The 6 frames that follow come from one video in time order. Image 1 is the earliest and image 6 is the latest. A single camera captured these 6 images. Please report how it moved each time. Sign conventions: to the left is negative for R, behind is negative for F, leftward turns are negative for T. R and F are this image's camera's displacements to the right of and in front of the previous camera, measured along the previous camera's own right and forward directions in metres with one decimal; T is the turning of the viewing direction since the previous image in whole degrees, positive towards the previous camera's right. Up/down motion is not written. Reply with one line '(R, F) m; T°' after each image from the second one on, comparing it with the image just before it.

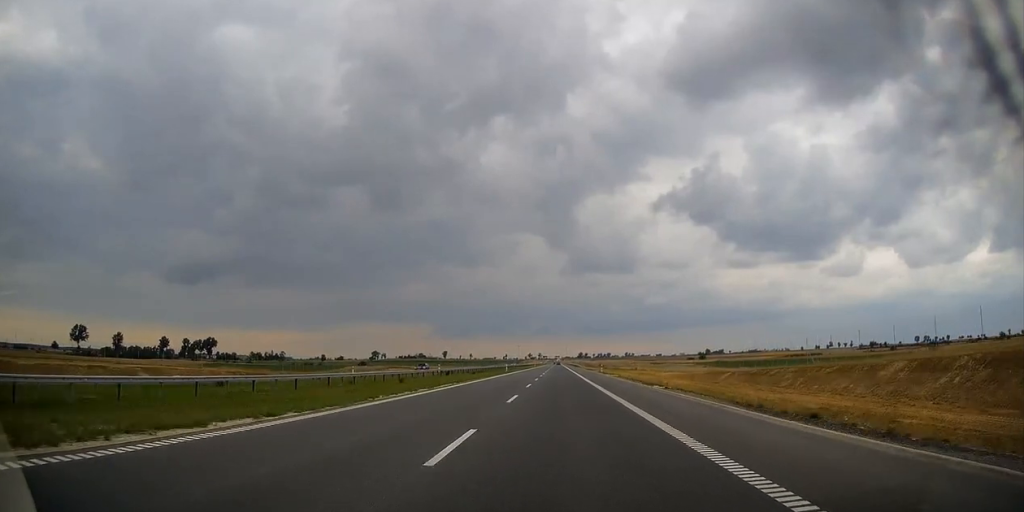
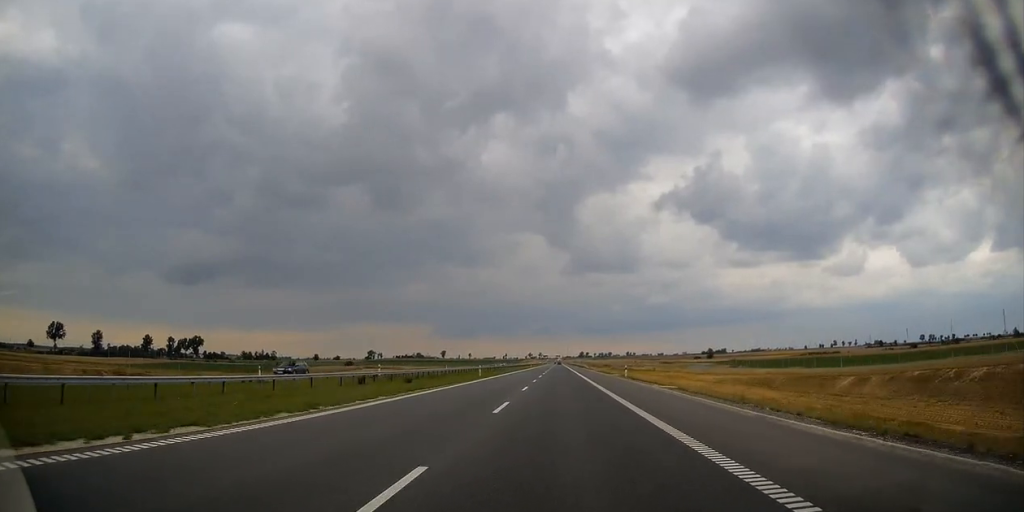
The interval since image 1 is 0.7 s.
(+0.1, +28.2) m; 0°
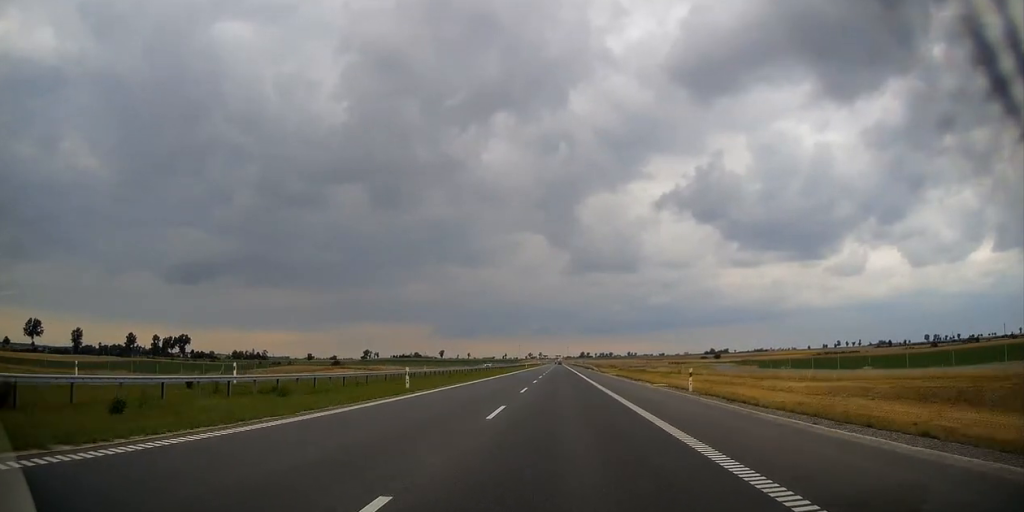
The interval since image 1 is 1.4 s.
(0.0, +25.7) m; 0°
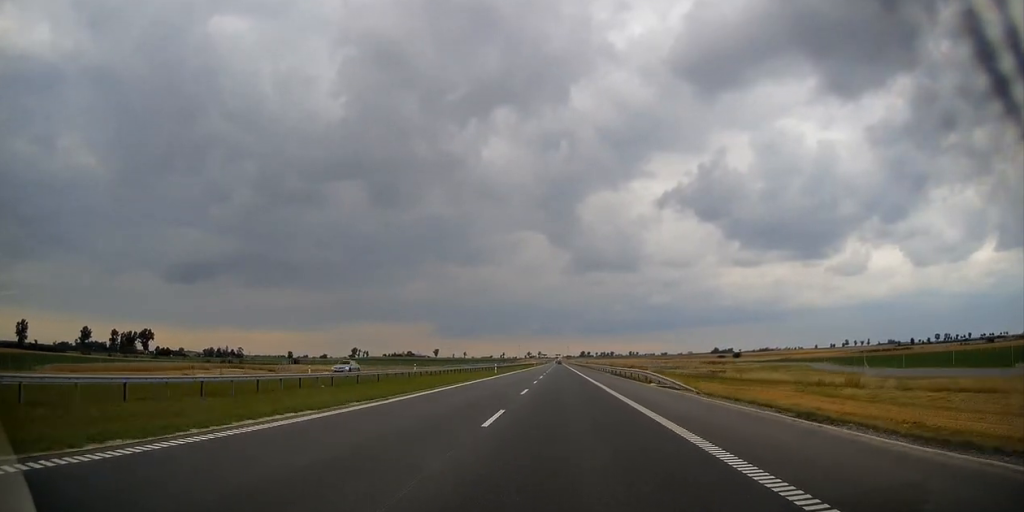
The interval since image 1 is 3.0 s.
(-0.2, +61.9) m; 0°
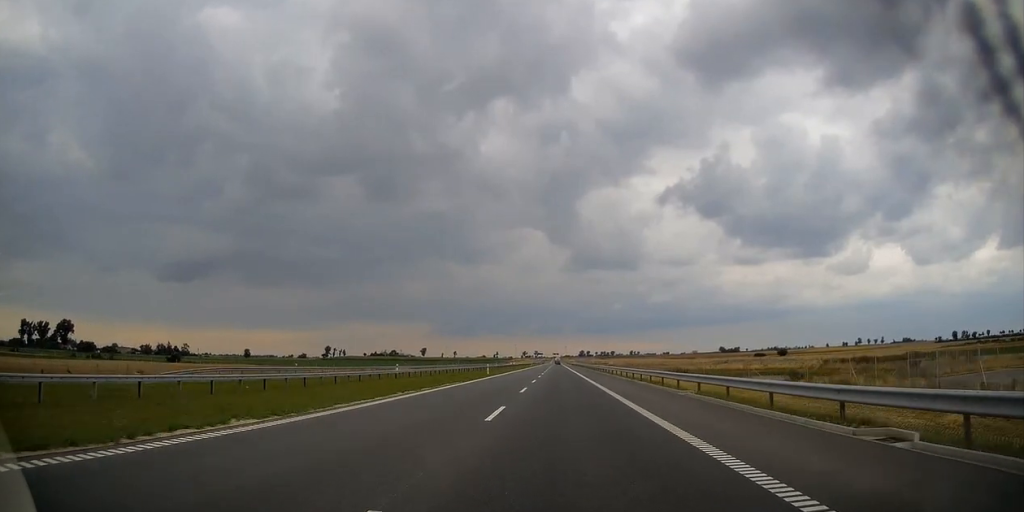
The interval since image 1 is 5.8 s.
(+0.2, +108.0) m; 0°
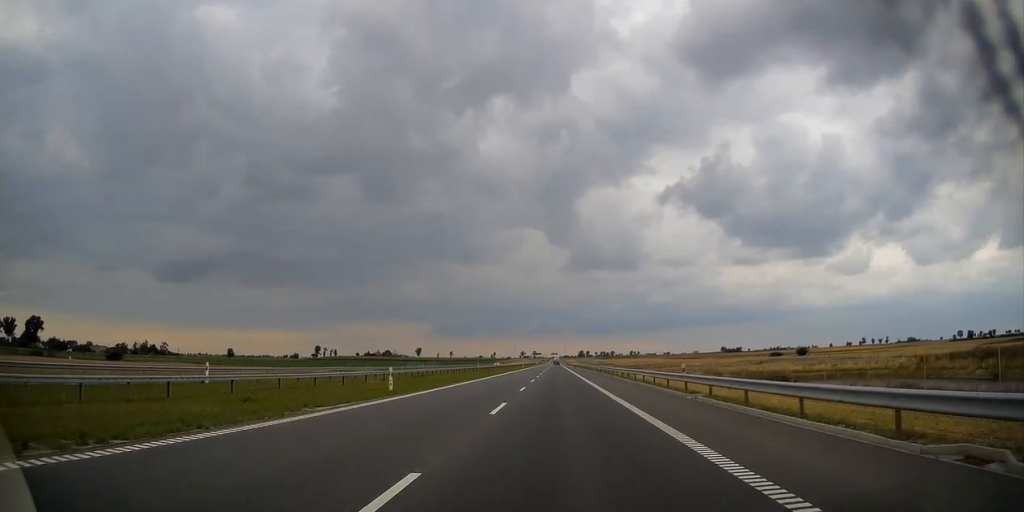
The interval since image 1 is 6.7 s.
(+0.1, +34.5) m; 0°
